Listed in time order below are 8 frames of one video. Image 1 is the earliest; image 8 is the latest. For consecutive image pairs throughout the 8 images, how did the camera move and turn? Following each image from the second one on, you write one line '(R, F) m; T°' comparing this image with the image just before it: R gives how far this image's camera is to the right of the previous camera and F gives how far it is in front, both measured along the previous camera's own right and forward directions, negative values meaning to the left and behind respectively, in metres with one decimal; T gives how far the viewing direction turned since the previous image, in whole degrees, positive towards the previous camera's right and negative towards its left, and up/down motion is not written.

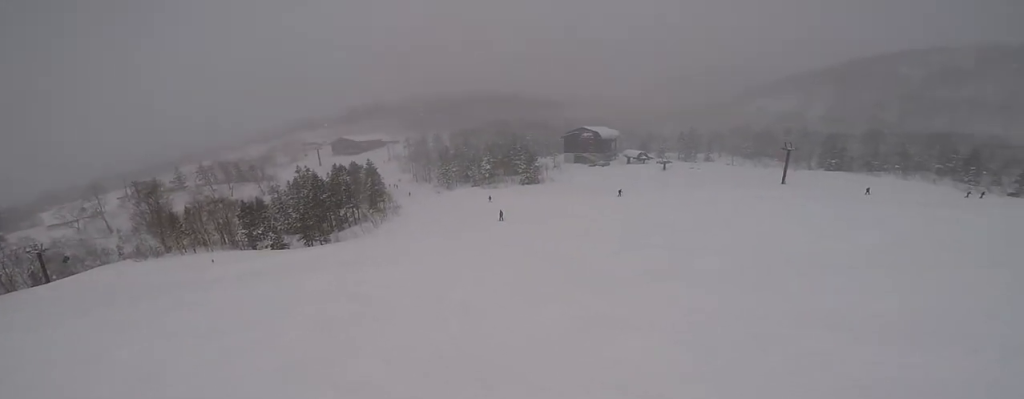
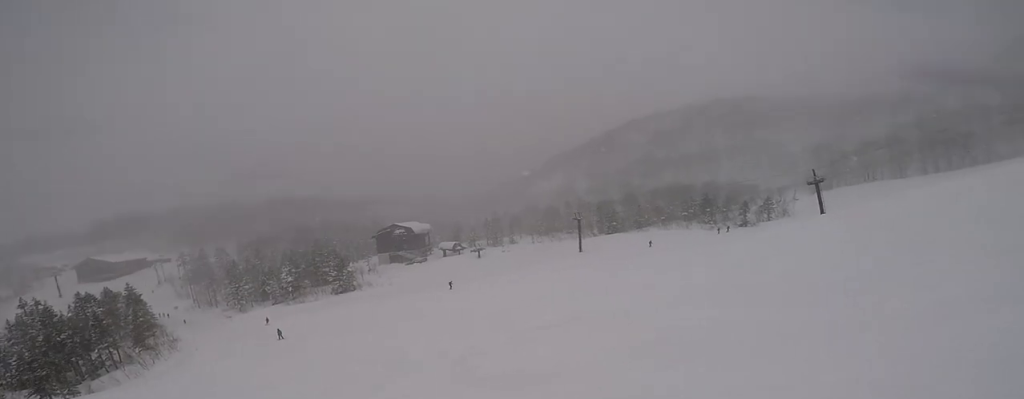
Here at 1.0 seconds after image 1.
(+1.5, +3.9) m; +37°
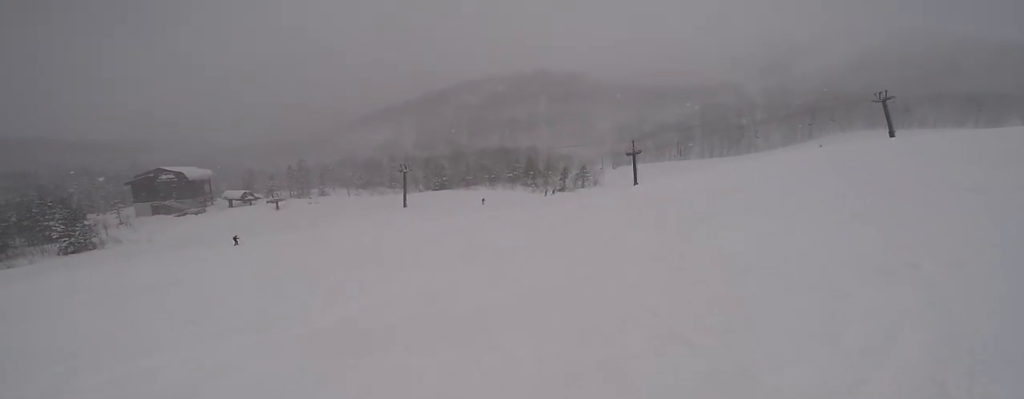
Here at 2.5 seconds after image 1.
(+2.0, +5.8) m; +26°
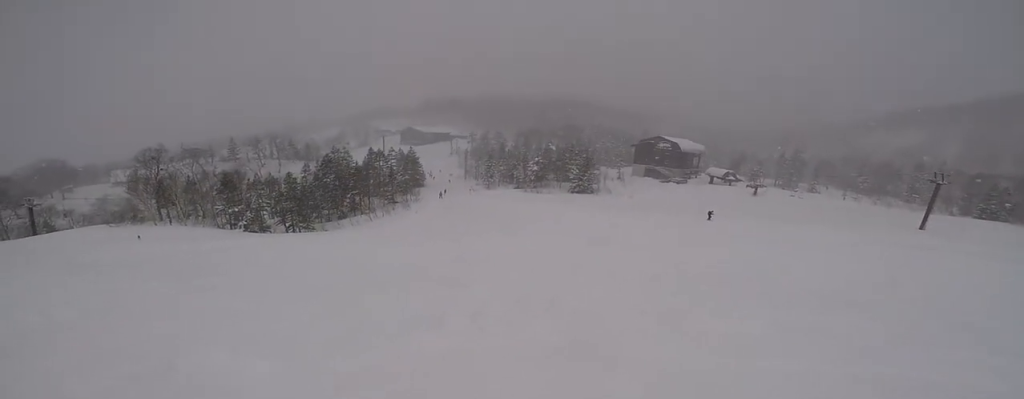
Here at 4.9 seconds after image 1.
(-1.2, +9.8) m; -38°
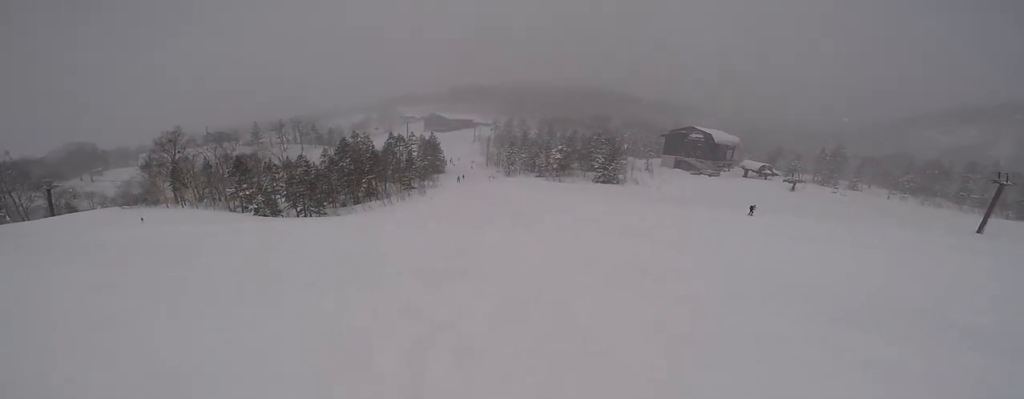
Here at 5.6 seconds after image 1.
(-0.6, +3.6) m; -12°
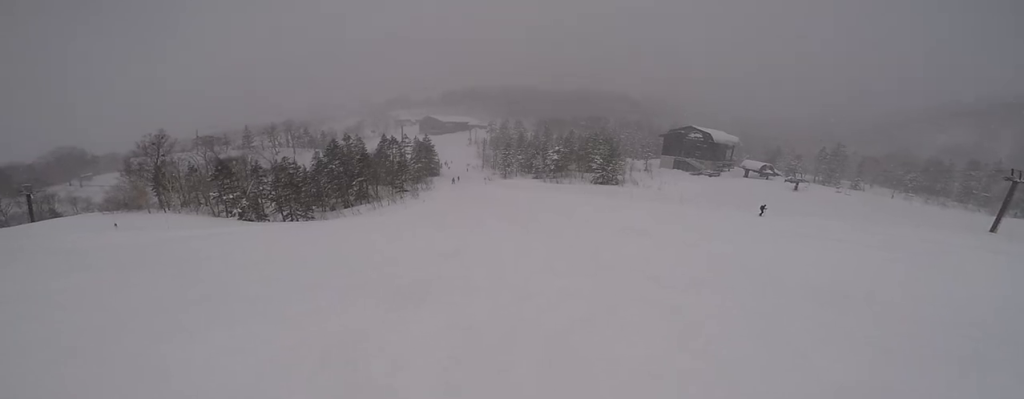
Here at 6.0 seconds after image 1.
(0.0, +2.4) m; -6°
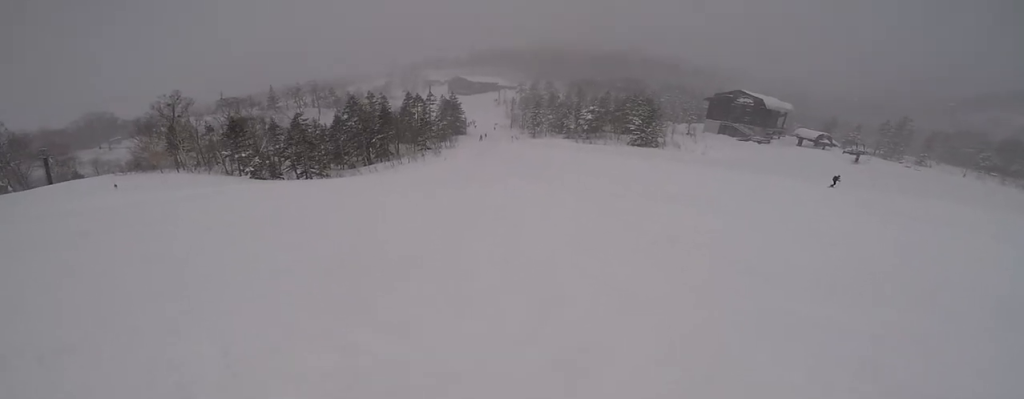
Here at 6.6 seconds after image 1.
(-0.4, +4.3) m; +2°
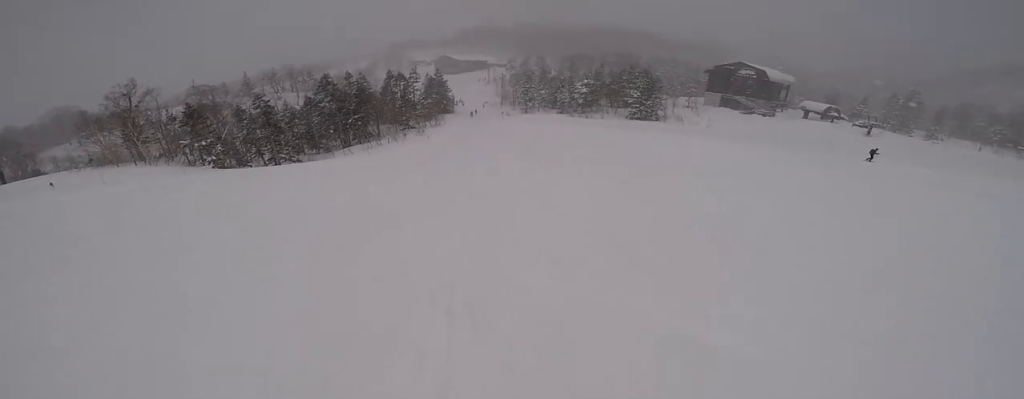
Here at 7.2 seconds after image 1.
(-0.1, +4.2) m; +1°
